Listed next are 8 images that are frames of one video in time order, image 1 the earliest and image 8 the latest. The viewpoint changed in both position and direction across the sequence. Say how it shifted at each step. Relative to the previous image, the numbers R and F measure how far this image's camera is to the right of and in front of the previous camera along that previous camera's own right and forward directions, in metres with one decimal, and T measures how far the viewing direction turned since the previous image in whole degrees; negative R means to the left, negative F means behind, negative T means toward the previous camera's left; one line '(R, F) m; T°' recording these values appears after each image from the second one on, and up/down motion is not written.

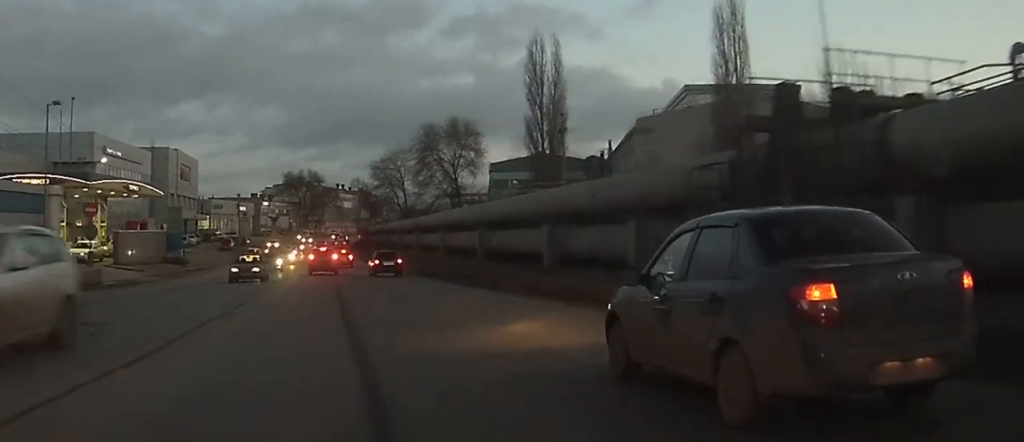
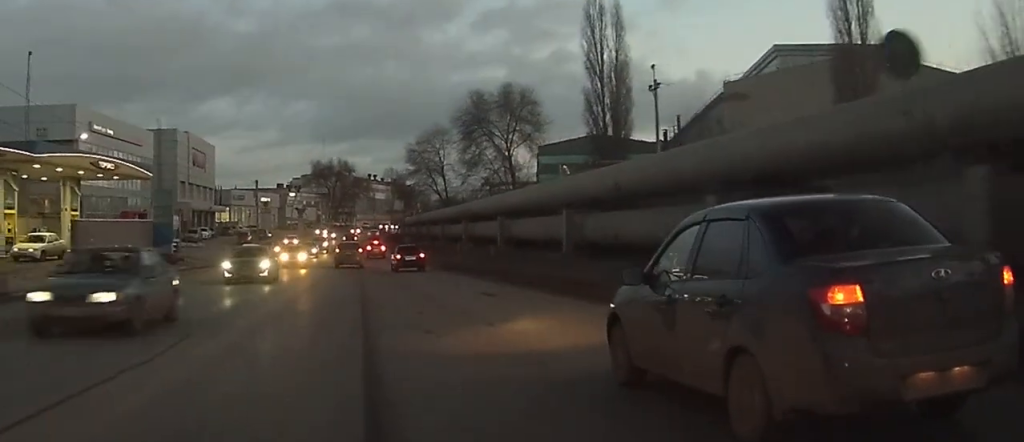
(-0.3, +14.7) m; -2°
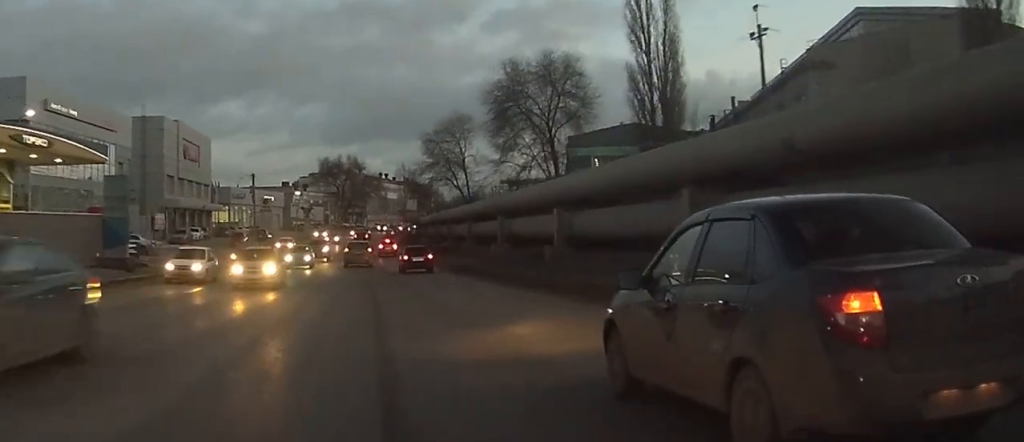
(-0.1, +13.0) m; -2°
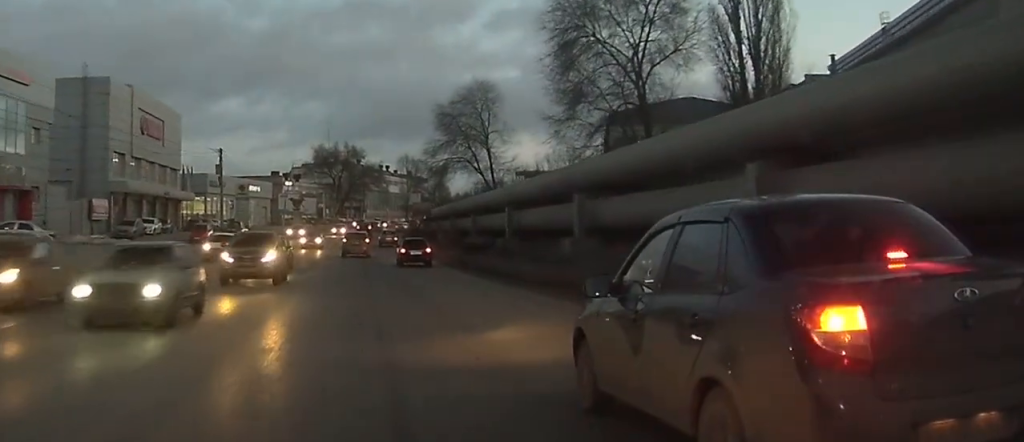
(-0.6, +20.5) m; -2°
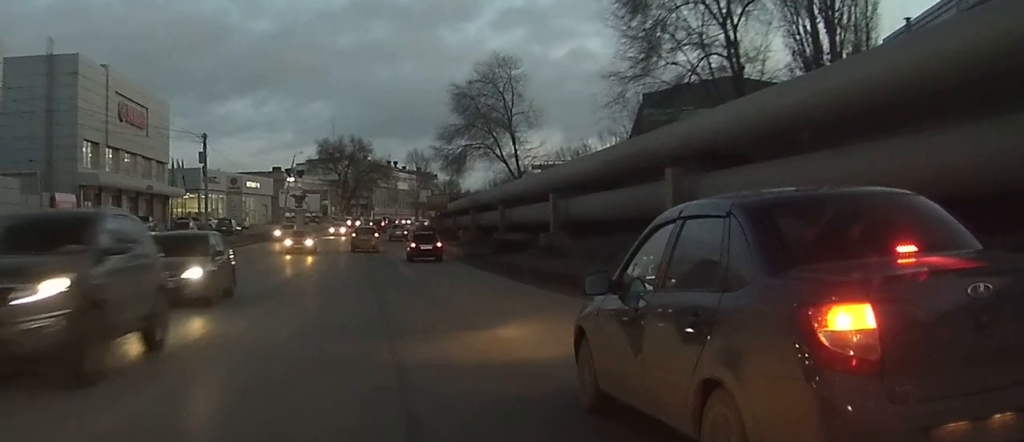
(0.0, +10.1) m; 0°
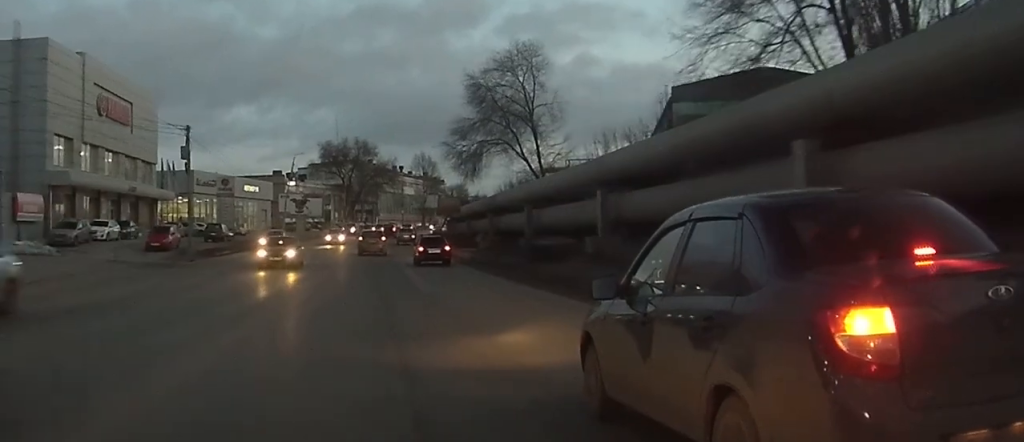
(0.0, +7.5) m; 0°
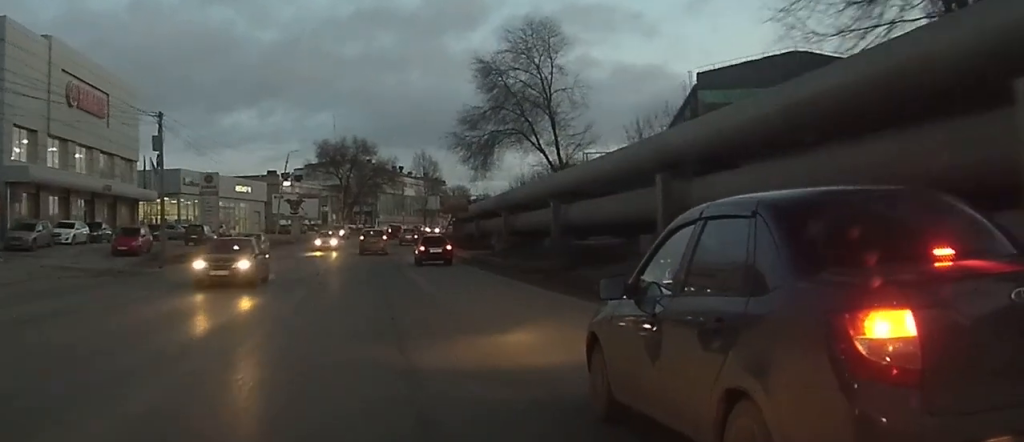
(0.0, +7.0) m; 0°
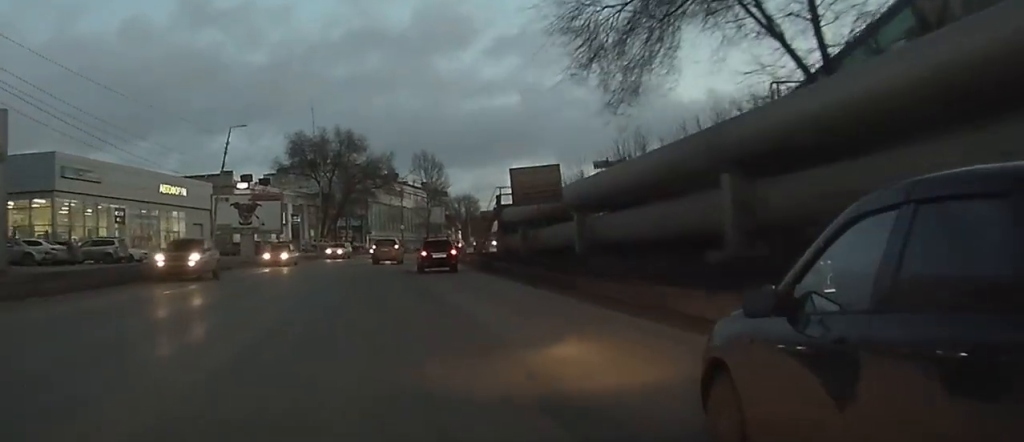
(0.0, +37.5) m; +1°
